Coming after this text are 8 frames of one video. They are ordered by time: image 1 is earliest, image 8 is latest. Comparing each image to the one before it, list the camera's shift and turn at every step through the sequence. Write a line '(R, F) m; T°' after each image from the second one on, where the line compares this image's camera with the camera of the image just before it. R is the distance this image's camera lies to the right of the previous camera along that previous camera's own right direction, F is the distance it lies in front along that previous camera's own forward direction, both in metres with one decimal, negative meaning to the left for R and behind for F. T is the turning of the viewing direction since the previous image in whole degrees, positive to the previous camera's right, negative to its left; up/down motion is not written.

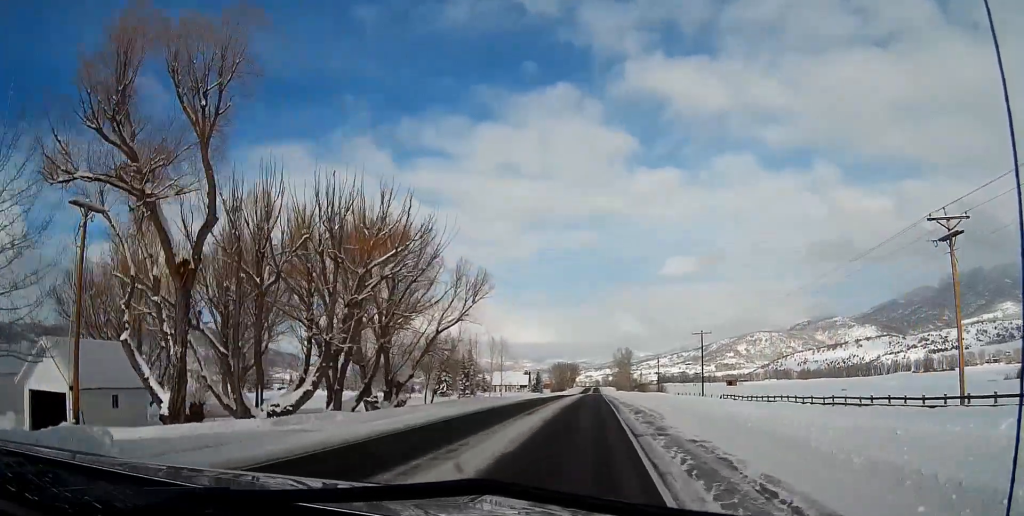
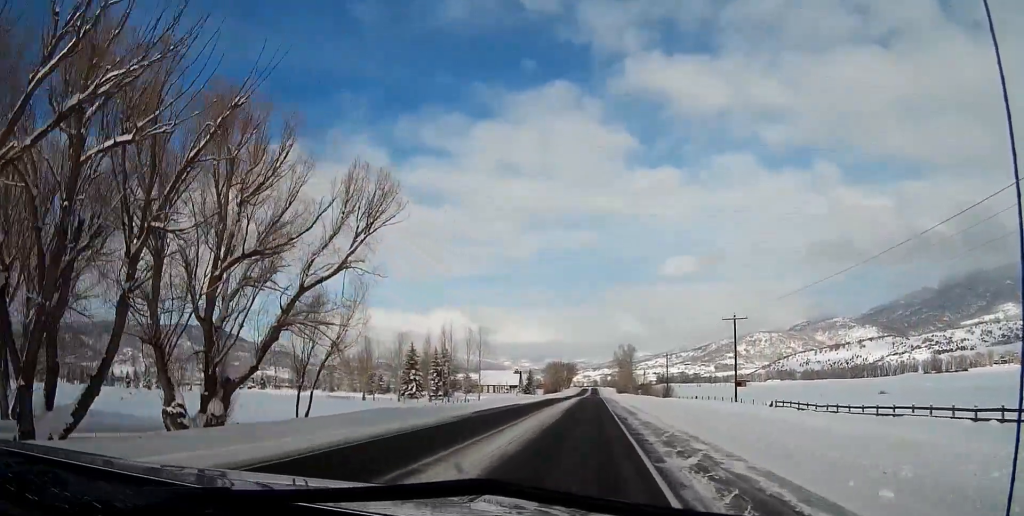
(0.0, +28.0) m; 0°
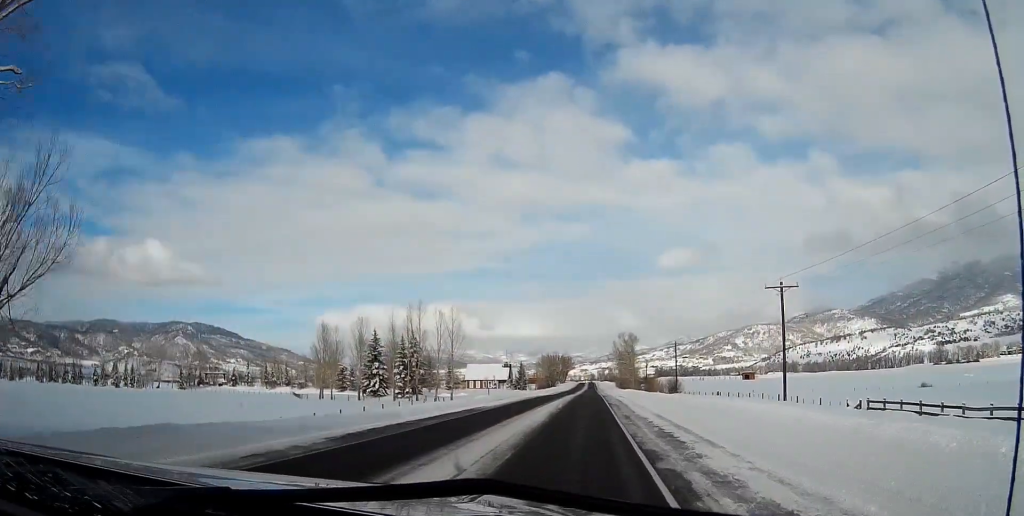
(+0.2, +23.4) m; 0°
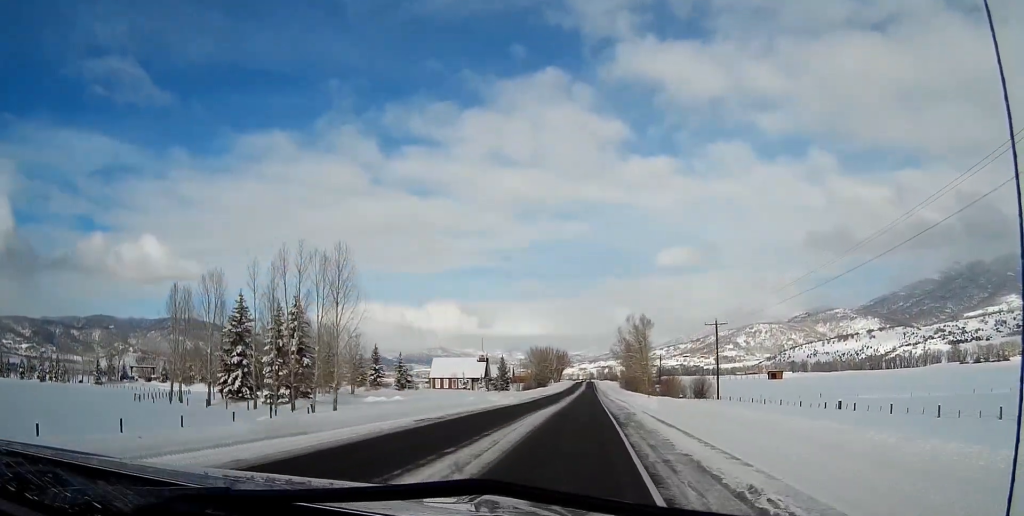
(0.0, +49.7) m; 0°
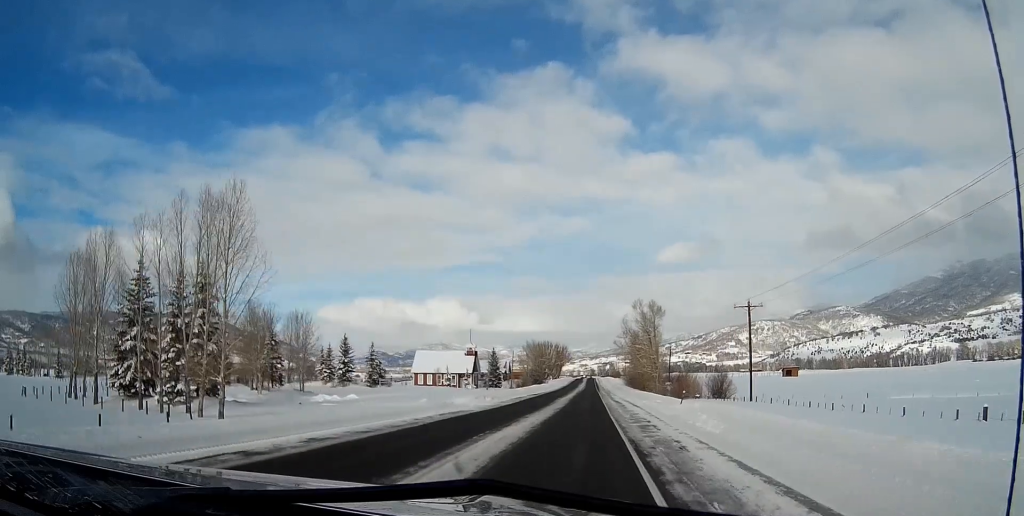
(0.0, +19.9) m; 0°
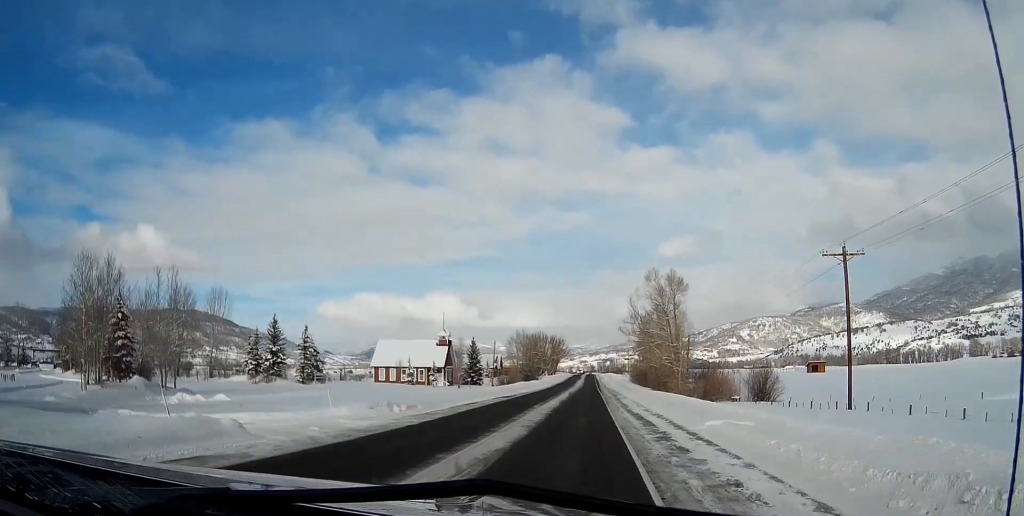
(+0.2, +30.1) m; 0°
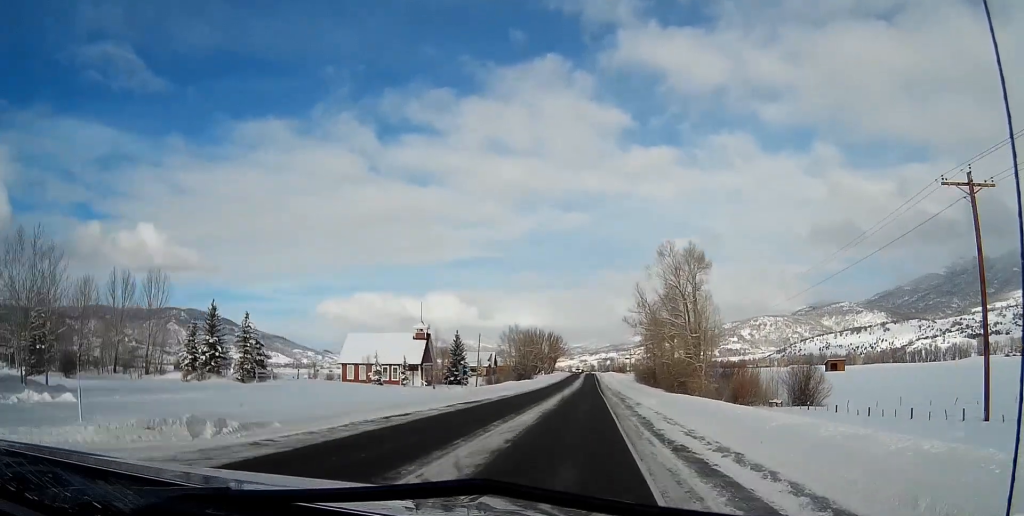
(+0.1, +18.4) m; 0°
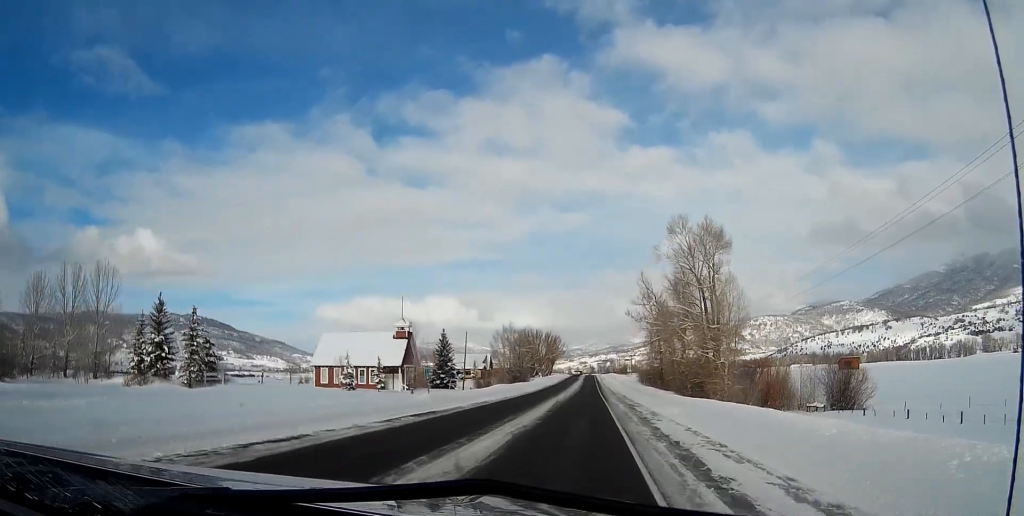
(0.0, +12.1) m; 0°
